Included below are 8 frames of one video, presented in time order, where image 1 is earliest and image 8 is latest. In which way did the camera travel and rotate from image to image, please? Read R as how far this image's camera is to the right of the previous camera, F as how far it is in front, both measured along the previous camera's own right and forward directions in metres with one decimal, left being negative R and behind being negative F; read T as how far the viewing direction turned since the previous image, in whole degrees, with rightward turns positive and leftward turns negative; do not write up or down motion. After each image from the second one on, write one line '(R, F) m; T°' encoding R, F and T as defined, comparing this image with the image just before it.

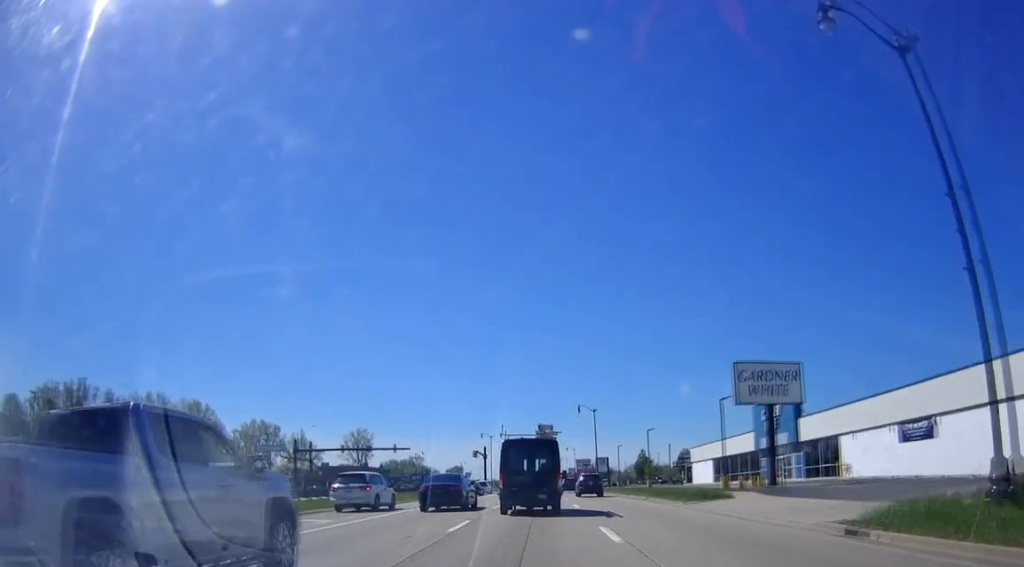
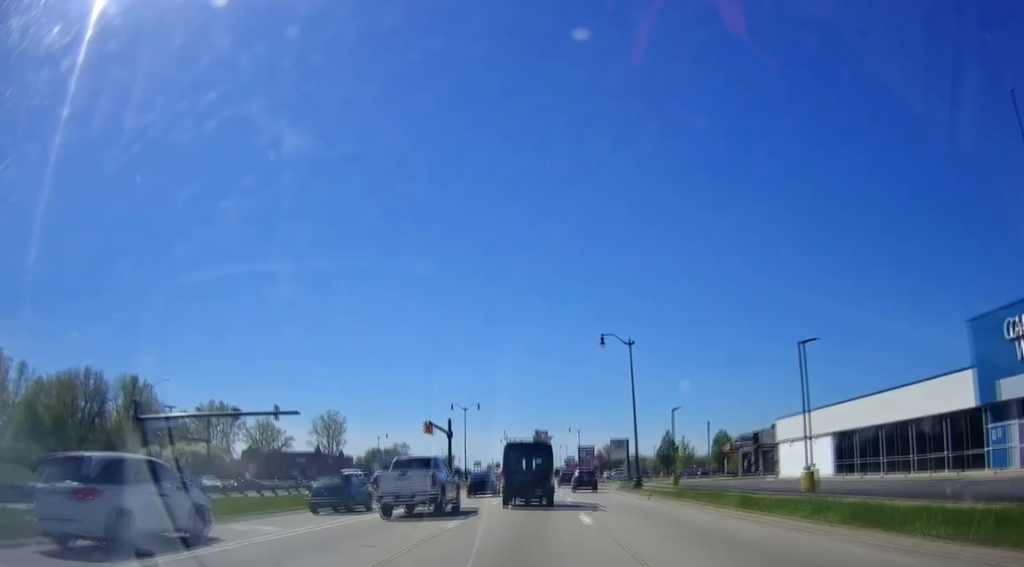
(+0.2, +36.4) m; -2°
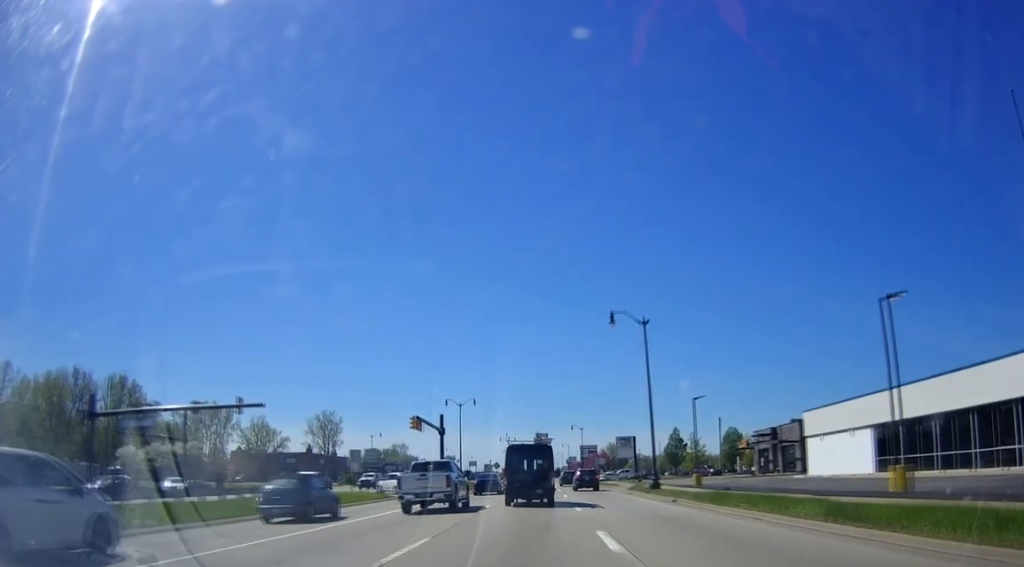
(-0.3, +7.2) m; 0°
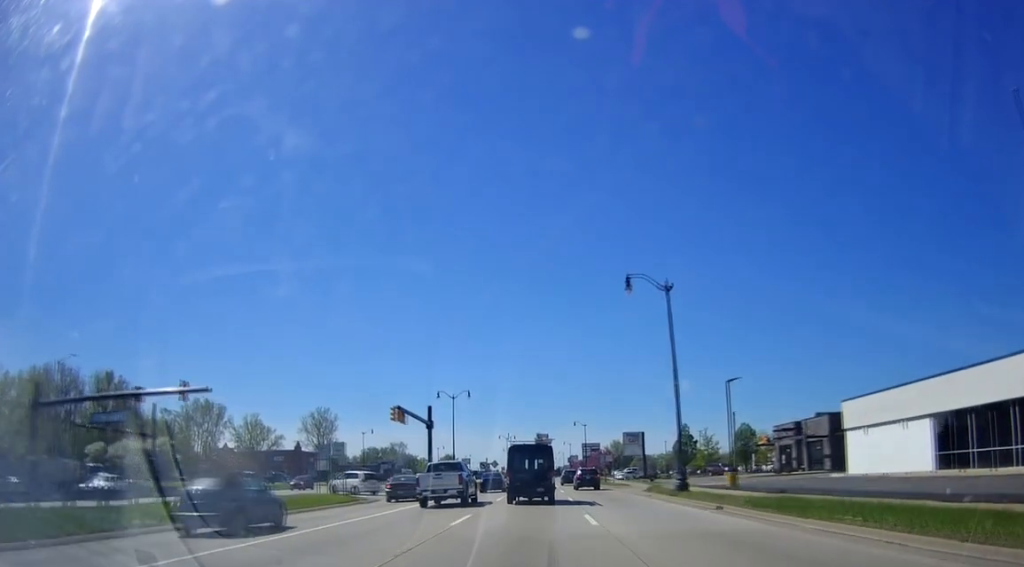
(-0.5, +7.8) m; 0°
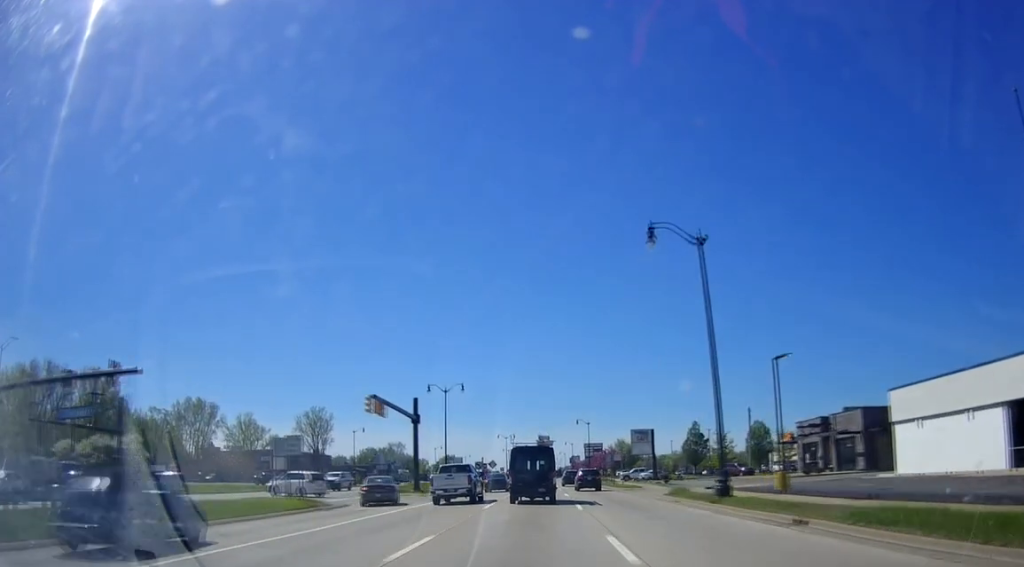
(+0.2, +7.7) m; +1°
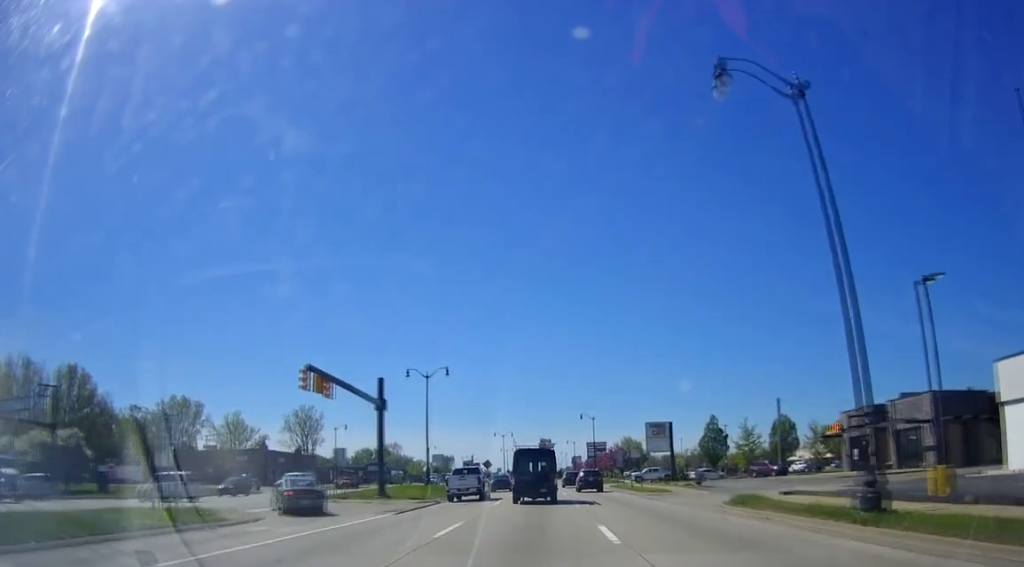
(+0.4, +12.6) m; +2°
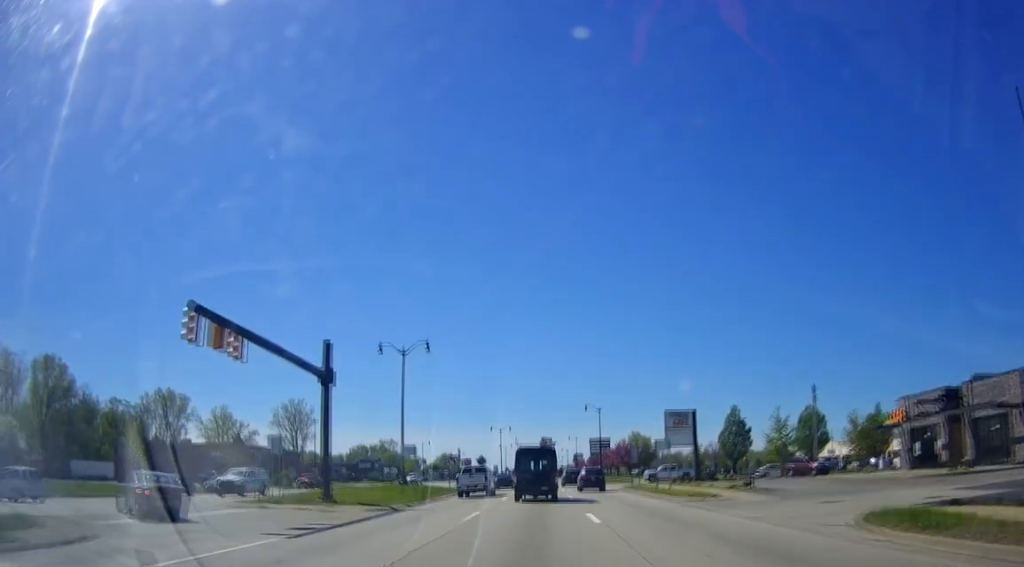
(0.0, +11.7) m; 0°
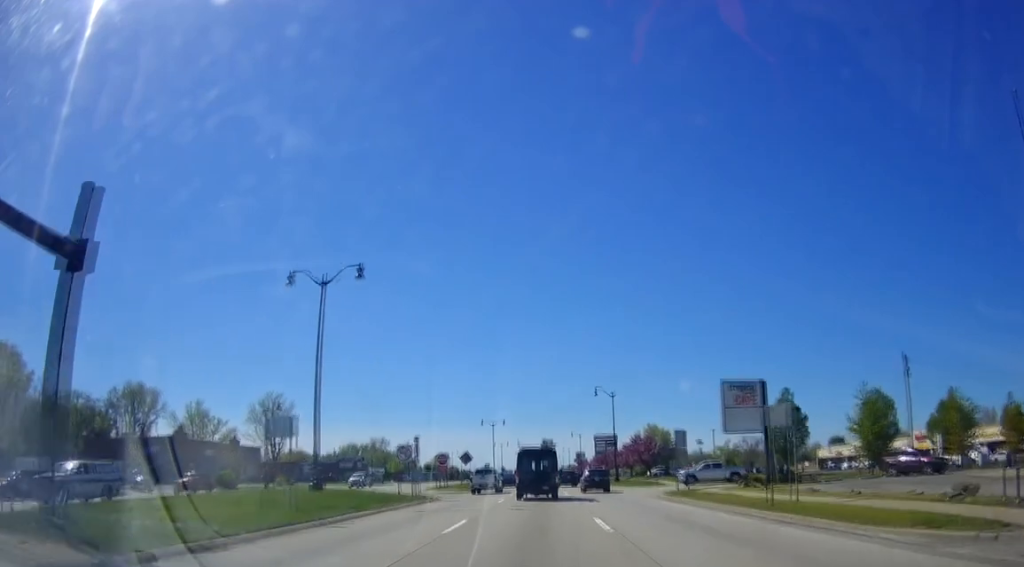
(0.0, +20.3) m; 0°
